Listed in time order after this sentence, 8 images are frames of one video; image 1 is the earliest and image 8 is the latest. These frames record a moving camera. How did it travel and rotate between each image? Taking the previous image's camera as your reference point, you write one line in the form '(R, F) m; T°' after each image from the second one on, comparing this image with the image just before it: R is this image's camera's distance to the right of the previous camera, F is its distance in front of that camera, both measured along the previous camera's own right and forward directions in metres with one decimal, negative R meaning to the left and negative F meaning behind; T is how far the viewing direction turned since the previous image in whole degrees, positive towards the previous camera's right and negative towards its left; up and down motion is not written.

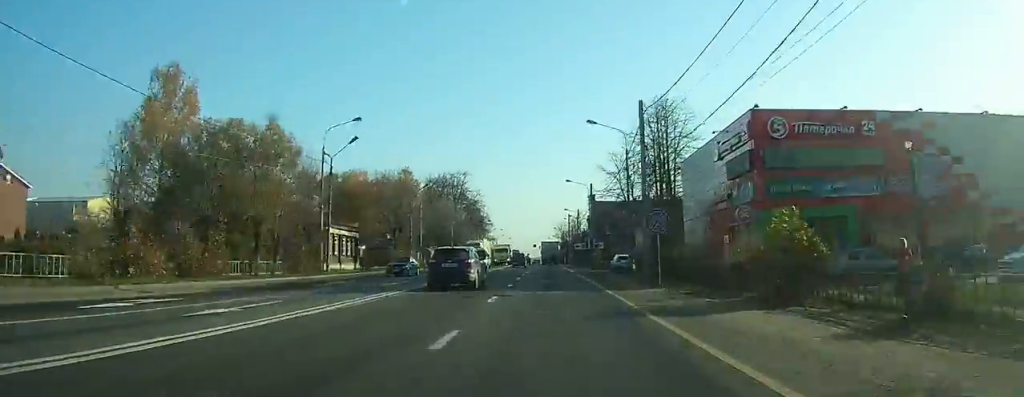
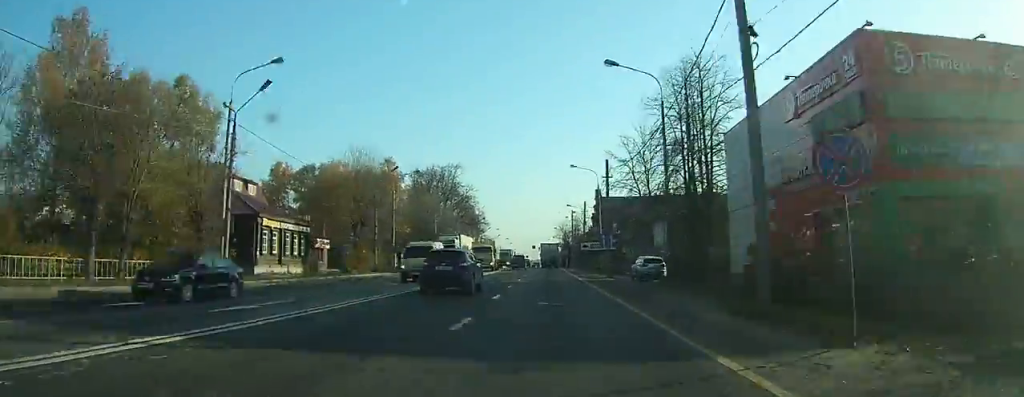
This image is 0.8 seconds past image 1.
(0.0, +13.5) m; 0°
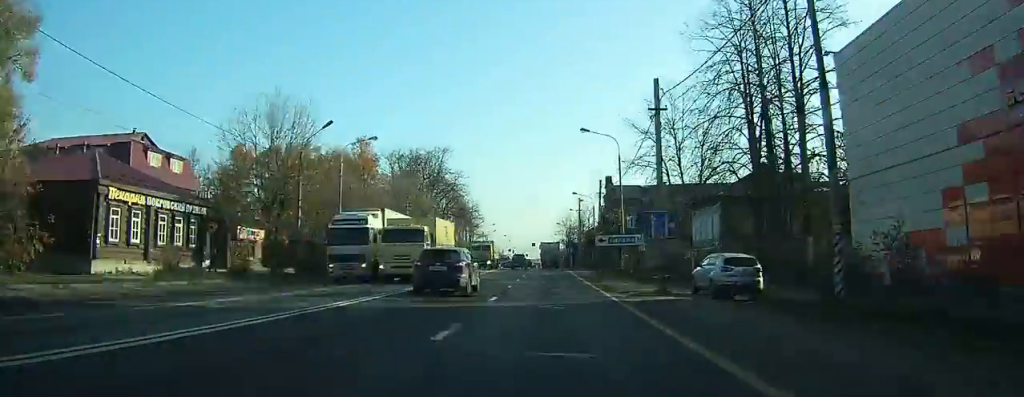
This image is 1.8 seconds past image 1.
(+0.1, +16.9) m; 0°
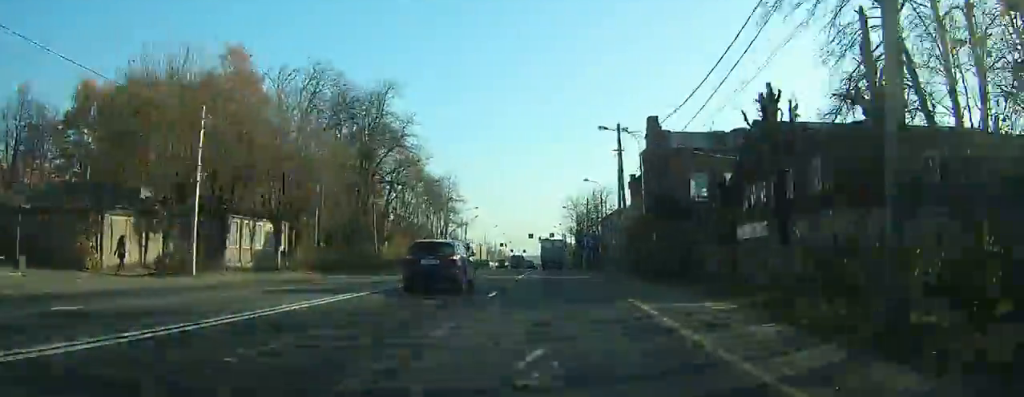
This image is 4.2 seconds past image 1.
(-0.3, +40.0) m; 0°
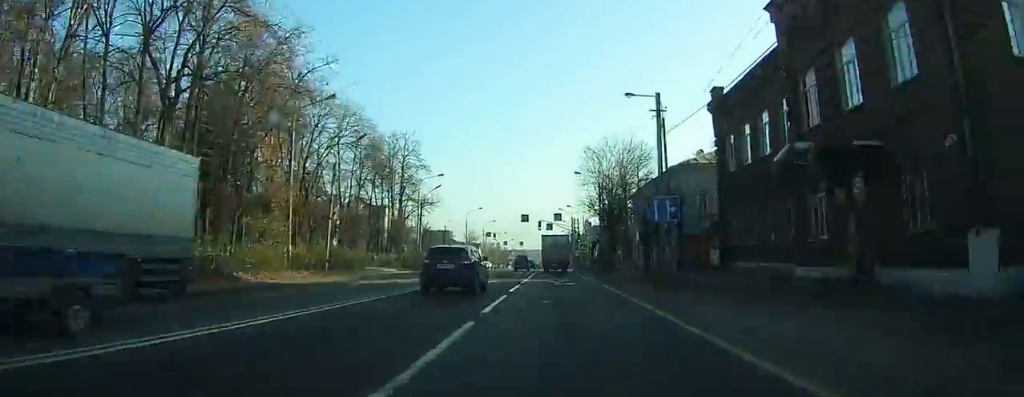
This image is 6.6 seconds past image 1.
(+0.2, +38.9) m; 0°
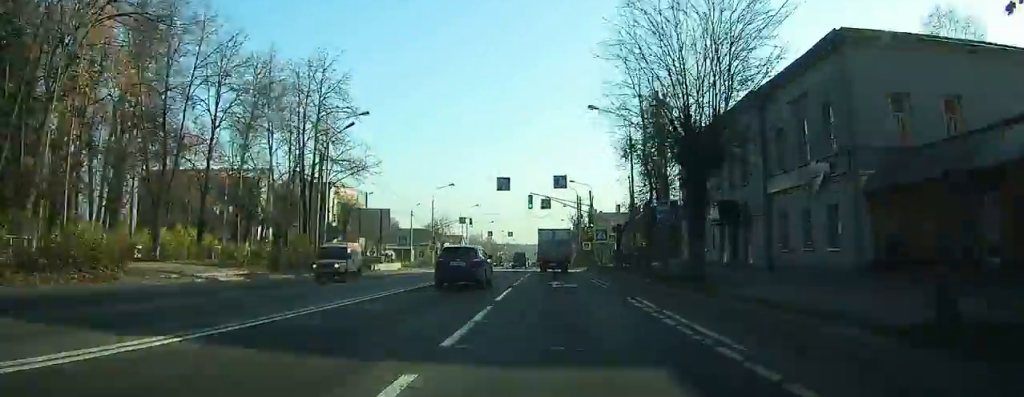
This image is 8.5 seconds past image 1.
(0.0, +29.2) m; 0°
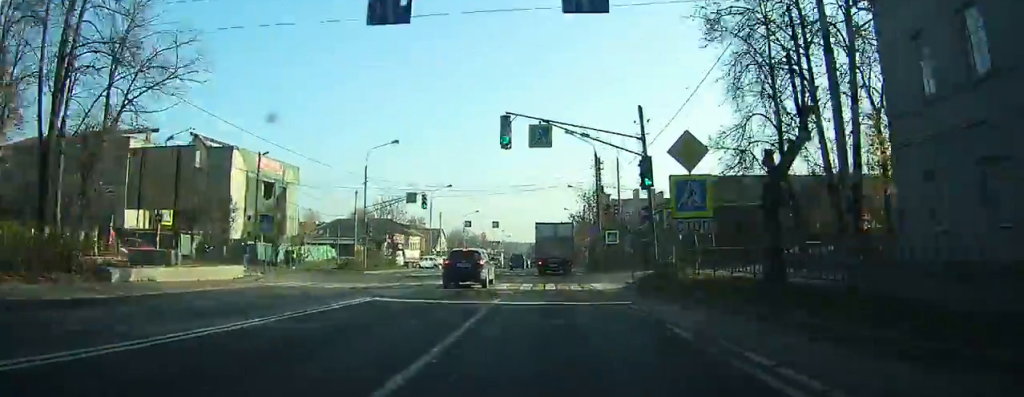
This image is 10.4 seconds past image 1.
(-0.1, +28.9) m; 0°
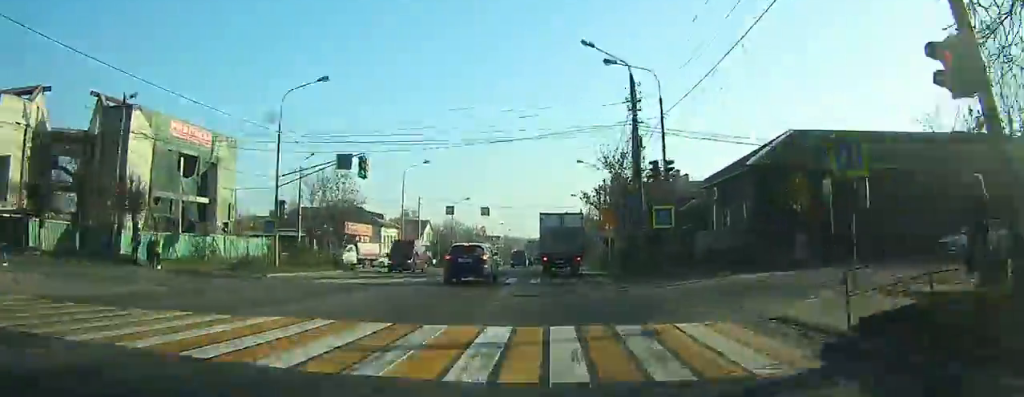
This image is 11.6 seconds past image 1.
(+0.1, +17.0) m; 0°
